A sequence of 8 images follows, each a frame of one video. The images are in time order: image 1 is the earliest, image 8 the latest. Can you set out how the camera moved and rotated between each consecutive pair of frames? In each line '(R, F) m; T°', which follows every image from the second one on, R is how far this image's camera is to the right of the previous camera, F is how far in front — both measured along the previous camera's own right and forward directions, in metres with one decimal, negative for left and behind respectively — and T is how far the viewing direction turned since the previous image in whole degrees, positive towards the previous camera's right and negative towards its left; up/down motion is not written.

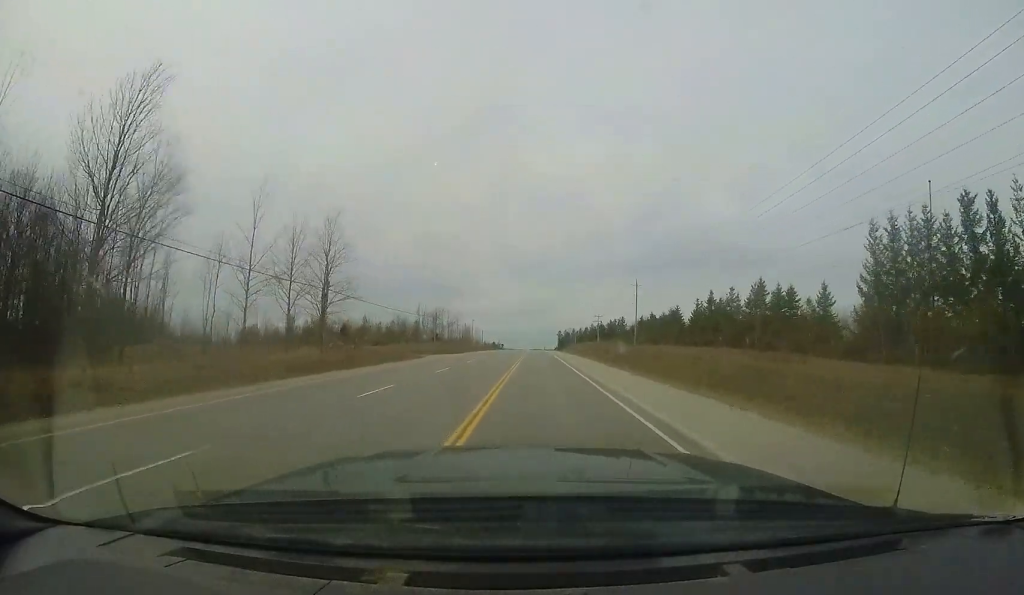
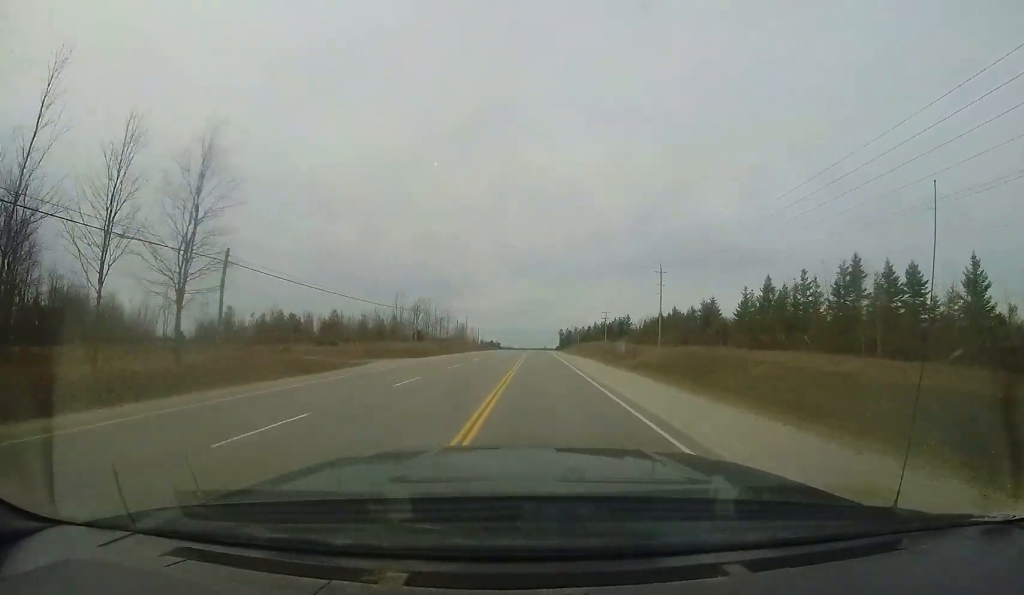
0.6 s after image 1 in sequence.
(-0.1, +14.5) m; 0°
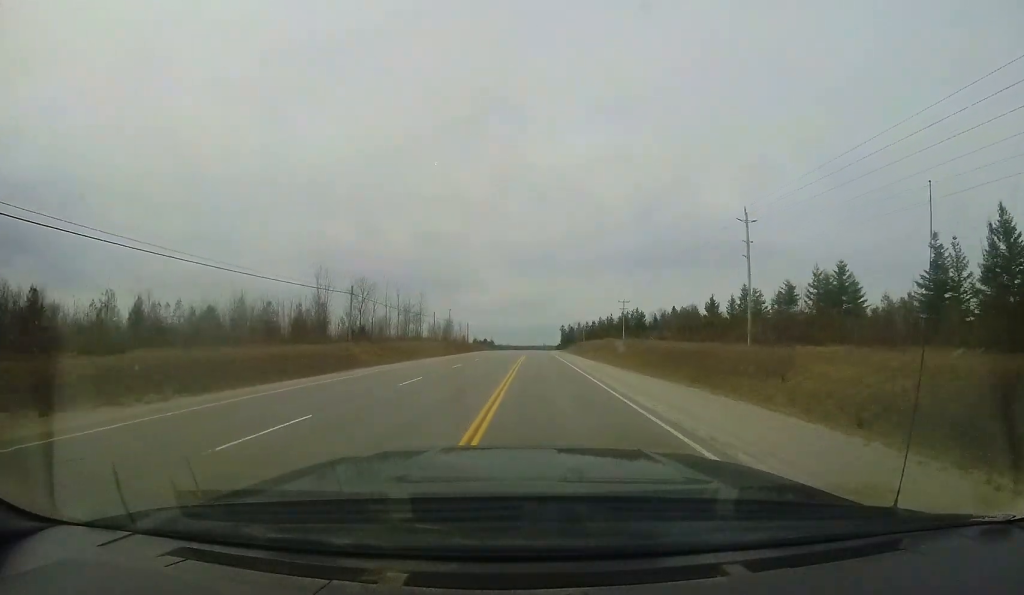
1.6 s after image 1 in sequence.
(0.0, +26.5) m; 0°
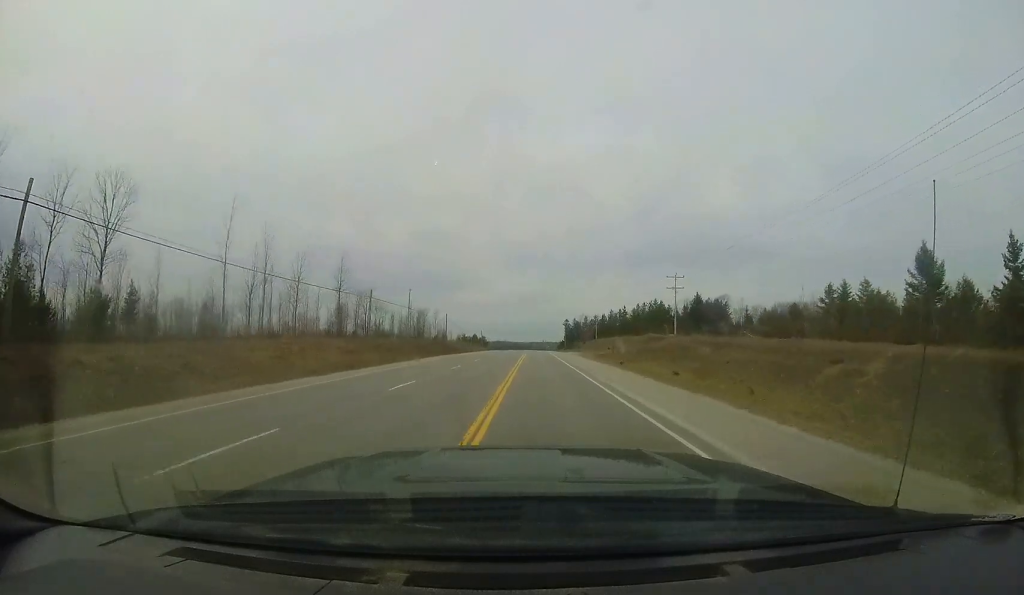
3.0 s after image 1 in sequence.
(-0.4, +37.3) m; +1°
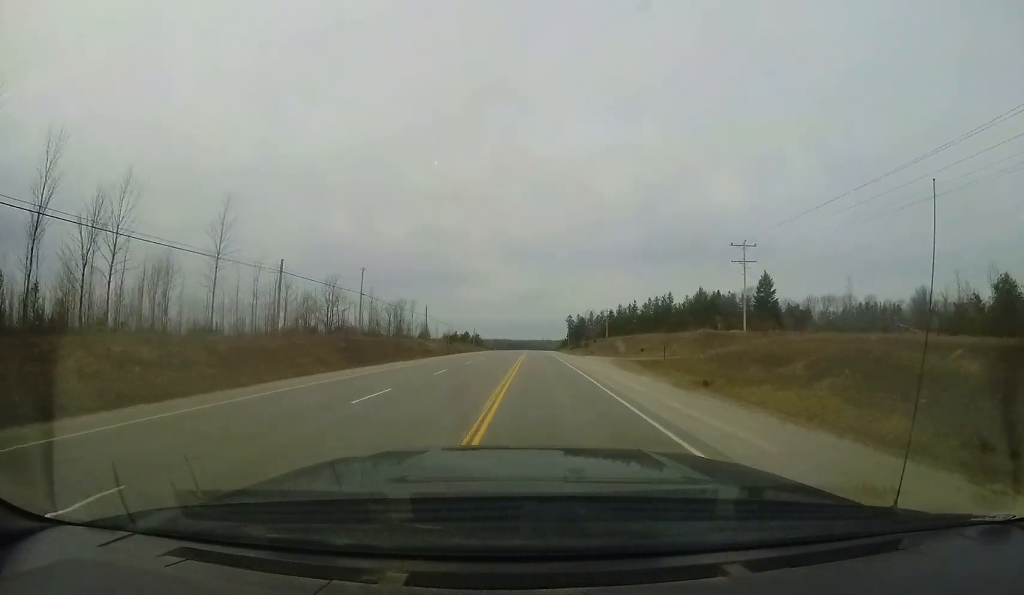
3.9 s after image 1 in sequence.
(+0.7, +22.0) m; +1°
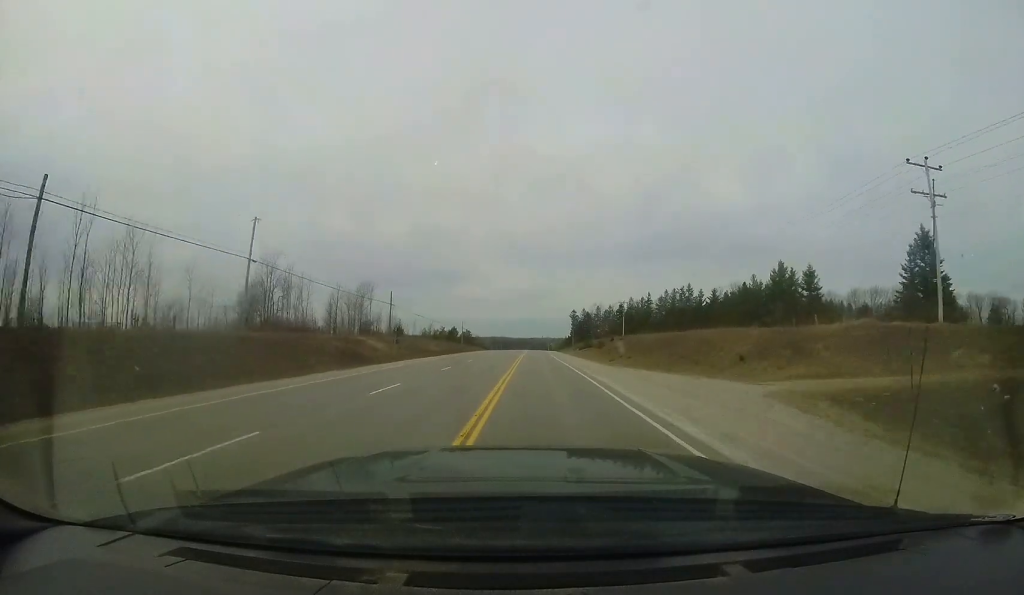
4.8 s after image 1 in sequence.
(+0.1, +24.1) m; -1°
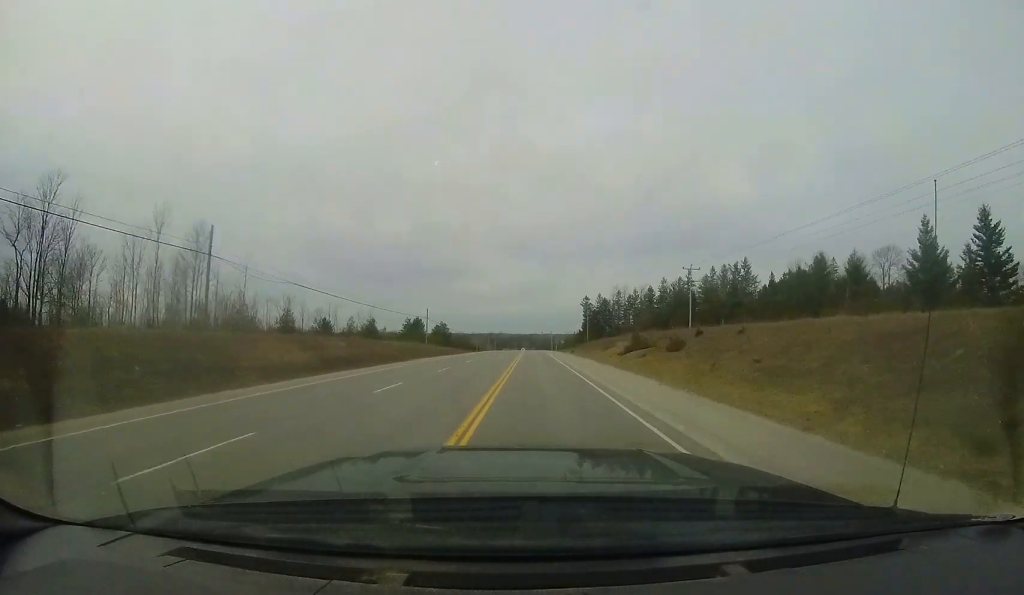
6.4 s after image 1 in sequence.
(-0.9, +43.9) m; -1°
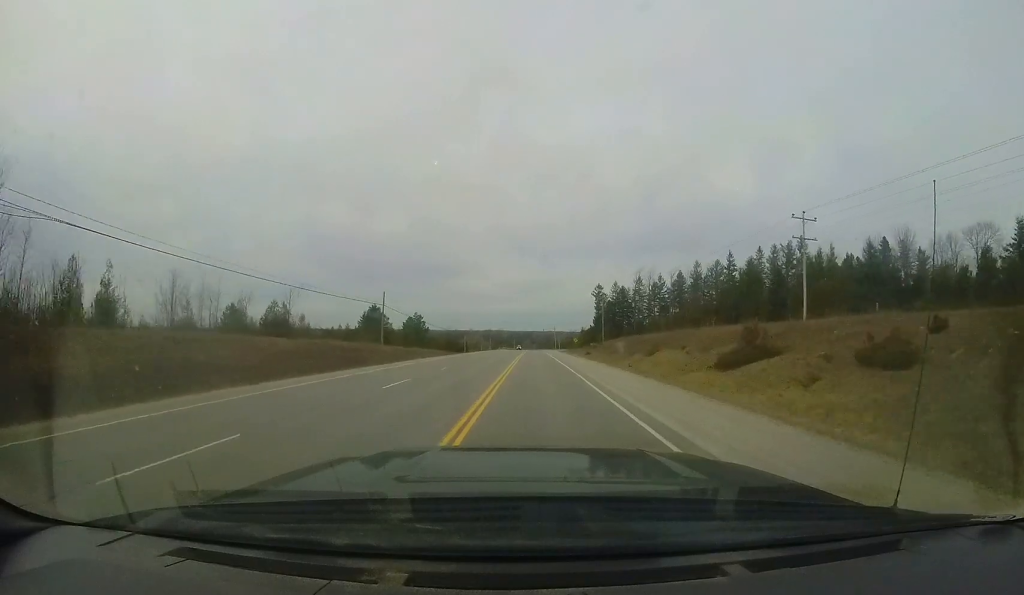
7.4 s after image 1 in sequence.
(+0.4, +25.9) m; +1°
